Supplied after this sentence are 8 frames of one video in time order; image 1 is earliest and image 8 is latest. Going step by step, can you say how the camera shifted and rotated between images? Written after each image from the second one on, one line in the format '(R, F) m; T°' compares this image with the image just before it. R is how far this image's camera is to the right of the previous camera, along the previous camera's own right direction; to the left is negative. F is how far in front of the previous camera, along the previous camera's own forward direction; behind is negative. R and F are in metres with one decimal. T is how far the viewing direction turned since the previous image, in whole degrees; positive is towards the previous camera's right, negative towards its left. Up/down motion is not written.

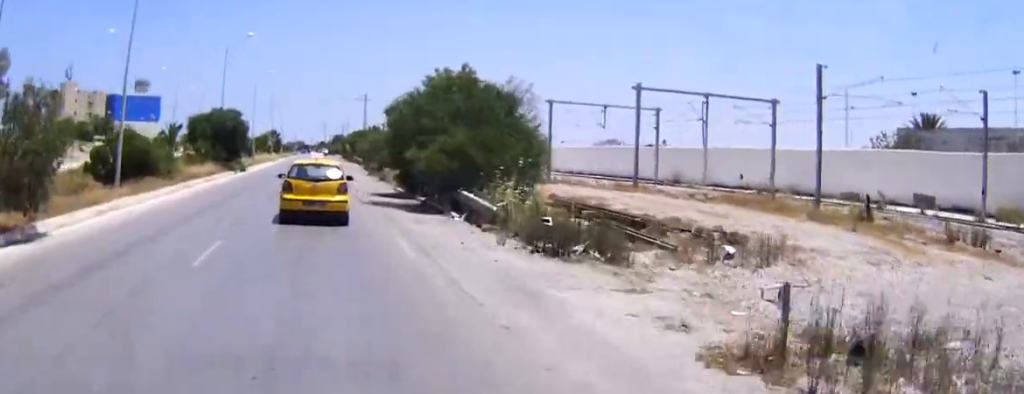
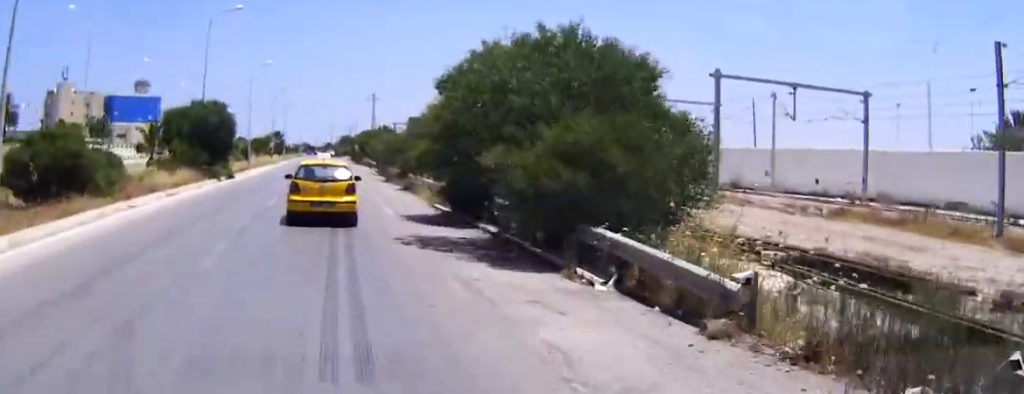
(-0.1, +10.8) m; 0°
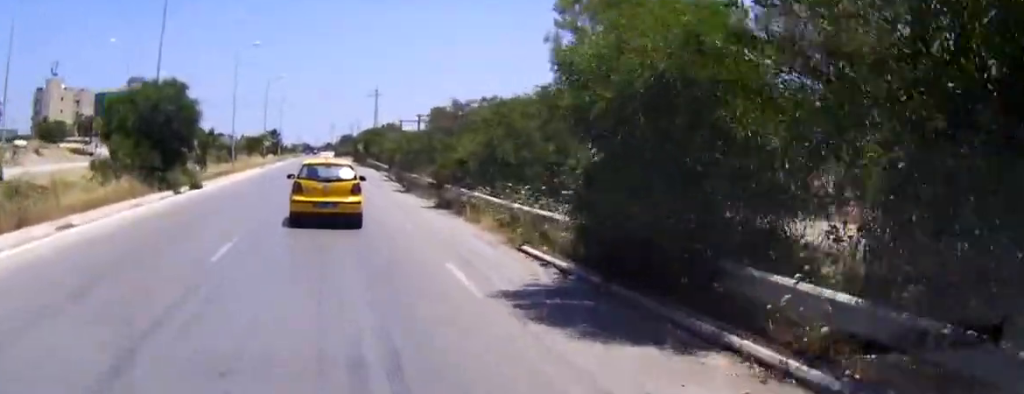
(0.0, +11.8) m; 0°
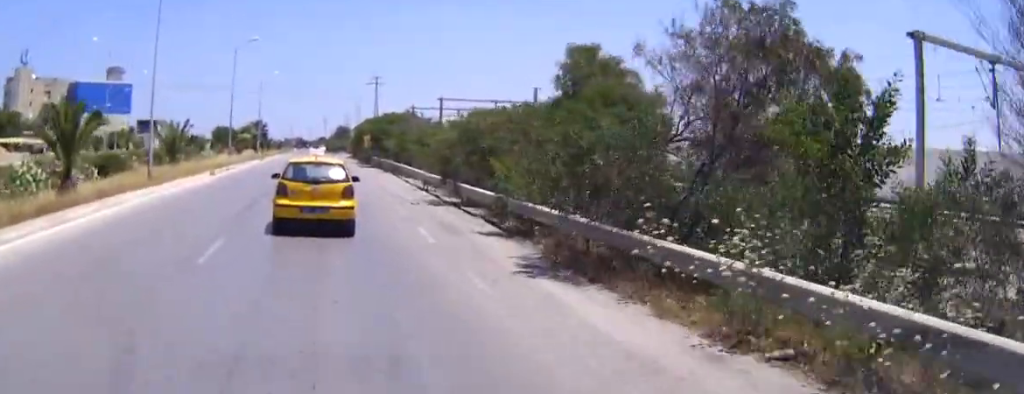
(0.0, +25.7) m; 0°
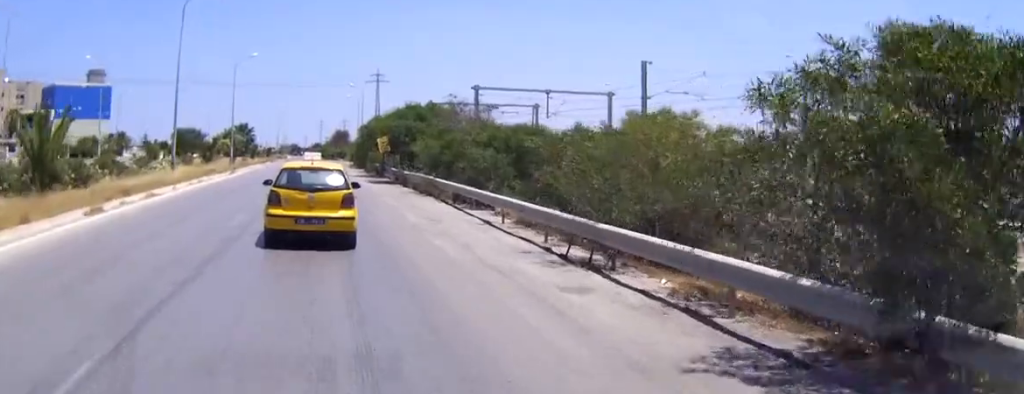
(+0.1, +20.9) m; 0°
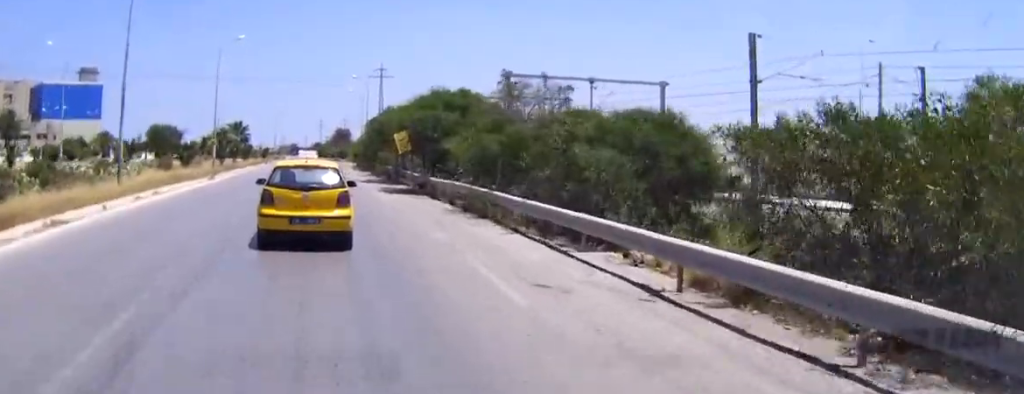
(0.0, +10.3) m; 0°
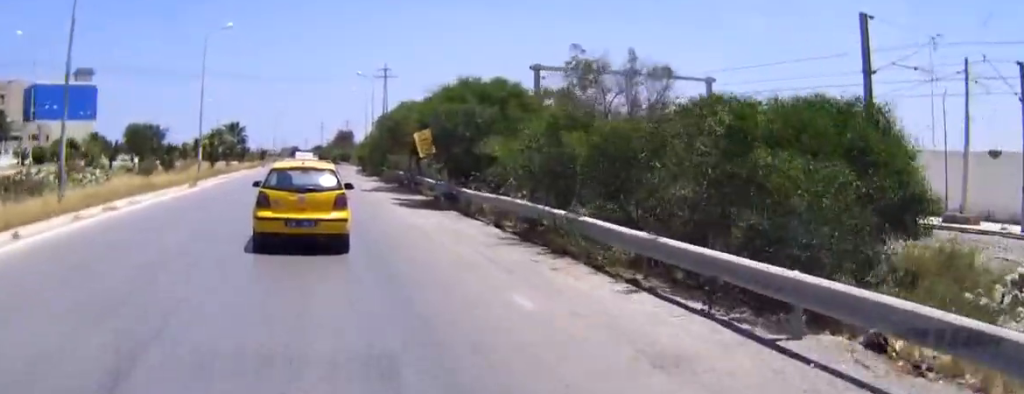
(0.0, +6.7) m; 0°
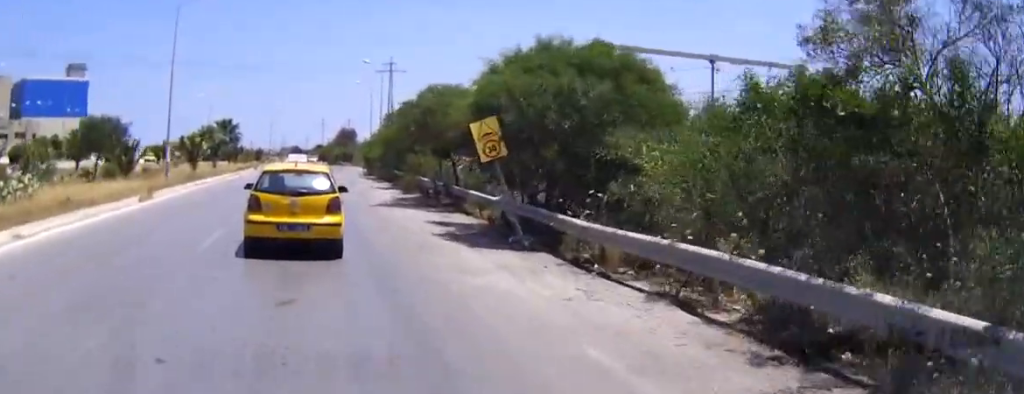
(0.0, +10.0) m; 0°
